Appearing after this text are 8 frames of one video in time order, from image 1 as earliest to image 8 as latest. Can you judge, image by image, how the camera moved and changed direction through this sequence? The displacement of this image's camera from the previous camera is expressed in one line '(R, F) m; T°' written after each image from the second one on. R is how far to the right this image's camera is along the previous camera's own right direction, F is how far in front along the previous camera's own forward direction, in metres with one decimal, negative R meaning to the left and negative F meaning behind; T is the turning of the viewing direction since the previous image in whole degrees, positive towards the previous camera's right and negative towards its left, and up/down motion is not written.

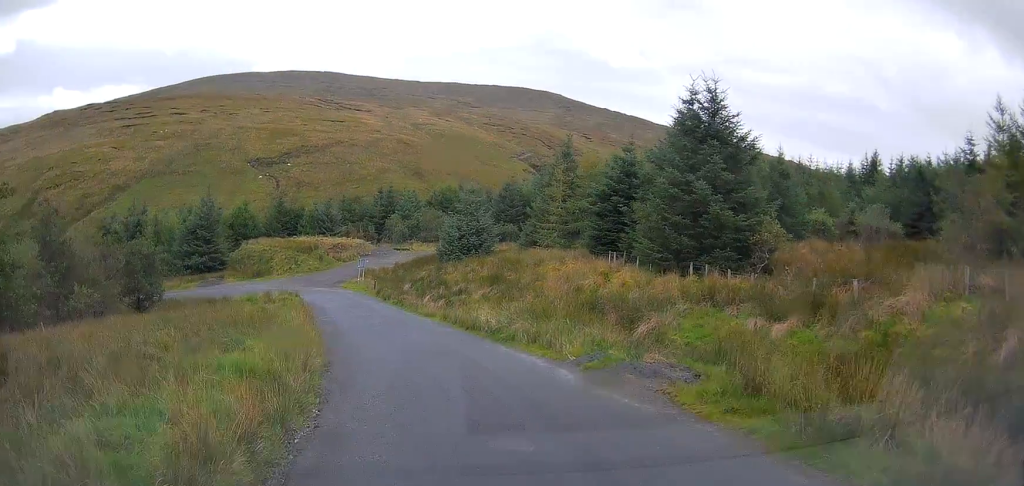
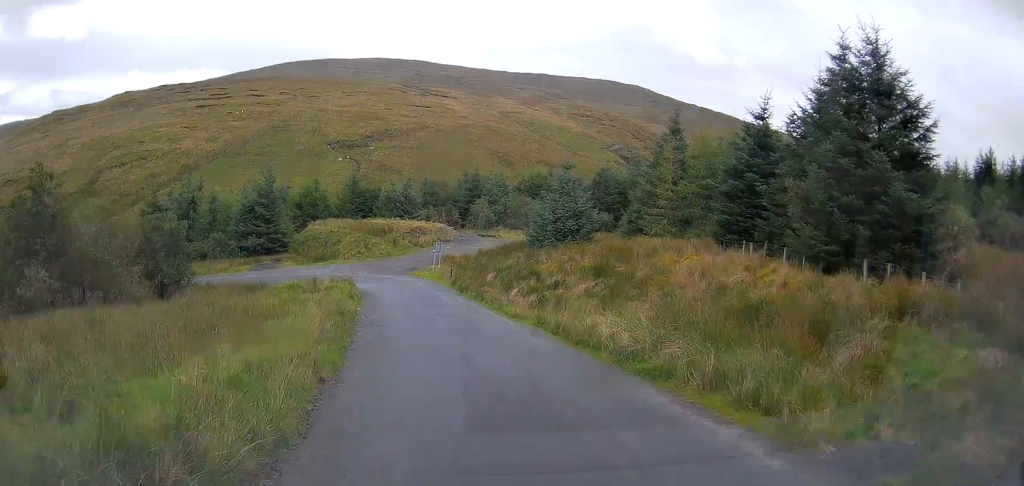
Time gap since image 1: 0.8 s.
(-0.3, +7.8) m; -6°
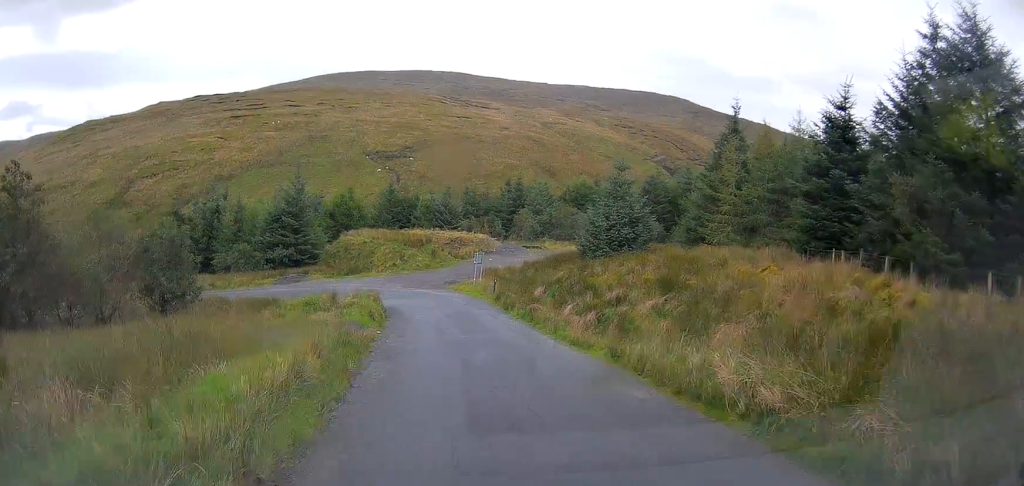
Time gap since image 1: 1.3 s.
(0.0, +4.8) m; -4°
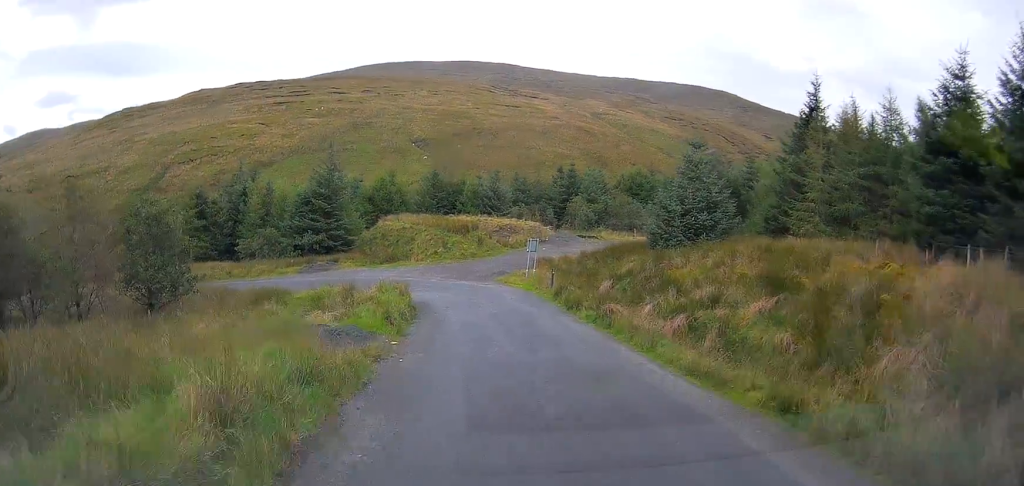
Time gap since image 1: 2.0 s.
(-0.5, +6.1) m; -4°
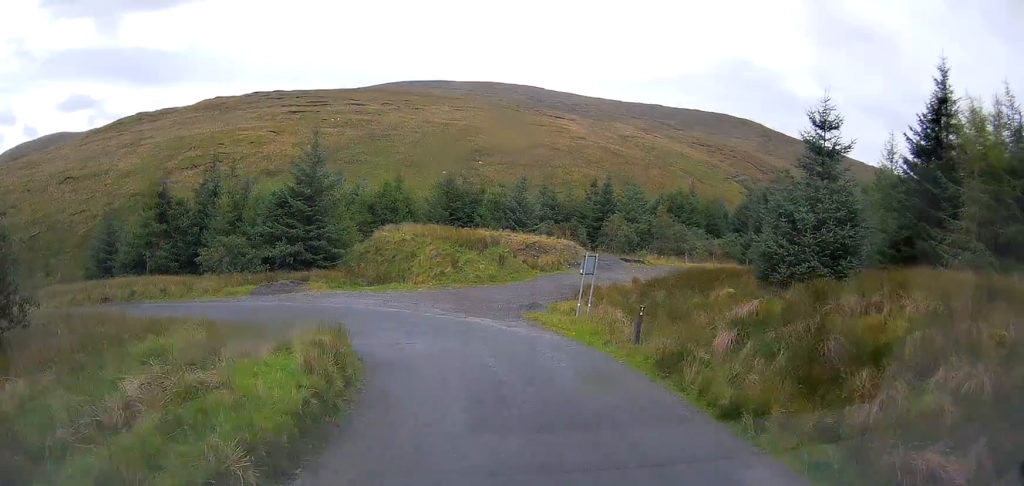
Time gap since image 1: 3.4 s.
(-0.5, +13.2) m; -4°
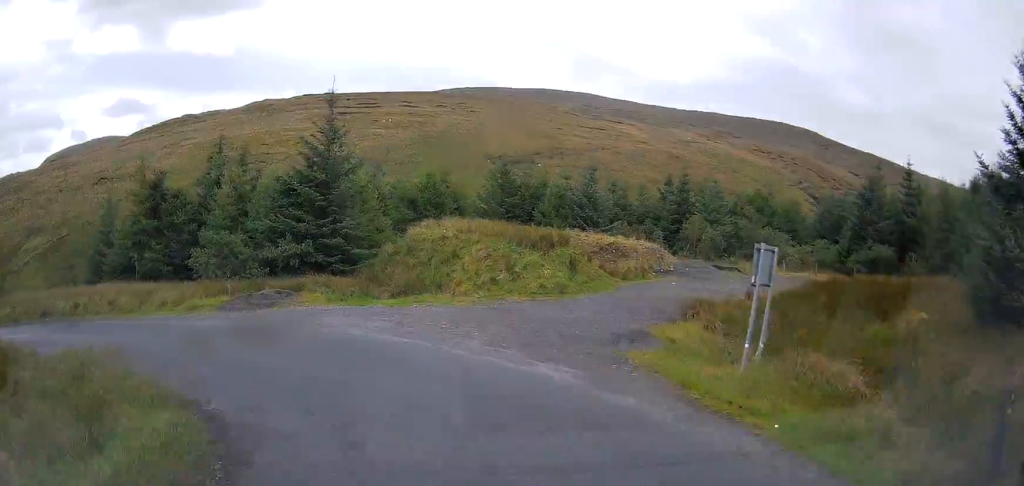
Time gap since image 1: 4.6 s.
(-0.7, +10.9) m; -10°
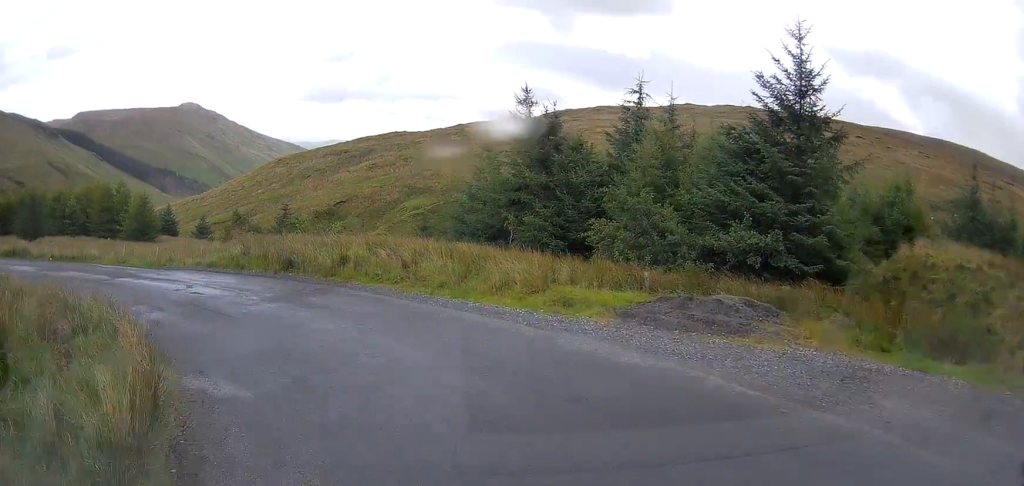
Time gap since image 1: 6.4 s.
(-3.5, +12.5) m; -43°
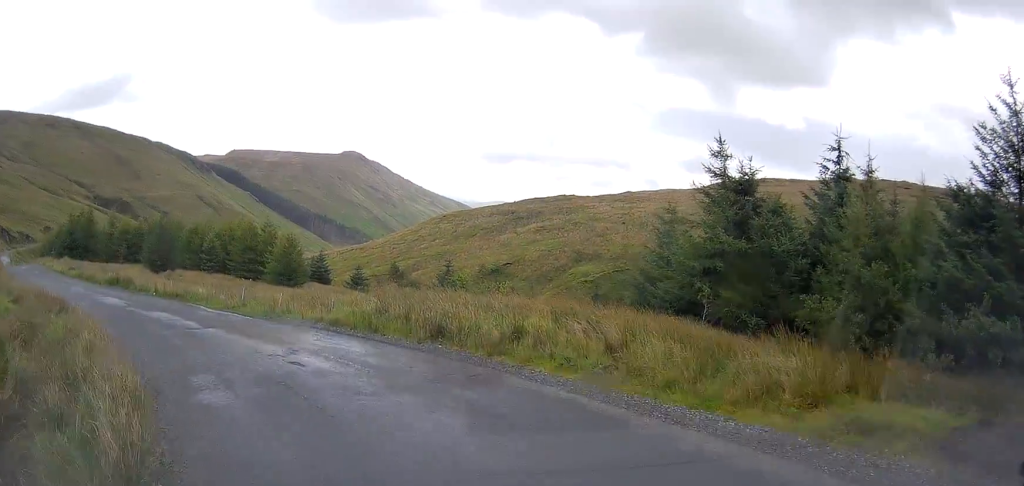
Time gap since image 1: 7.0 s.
(-1.1, +4.7) m; -15°
